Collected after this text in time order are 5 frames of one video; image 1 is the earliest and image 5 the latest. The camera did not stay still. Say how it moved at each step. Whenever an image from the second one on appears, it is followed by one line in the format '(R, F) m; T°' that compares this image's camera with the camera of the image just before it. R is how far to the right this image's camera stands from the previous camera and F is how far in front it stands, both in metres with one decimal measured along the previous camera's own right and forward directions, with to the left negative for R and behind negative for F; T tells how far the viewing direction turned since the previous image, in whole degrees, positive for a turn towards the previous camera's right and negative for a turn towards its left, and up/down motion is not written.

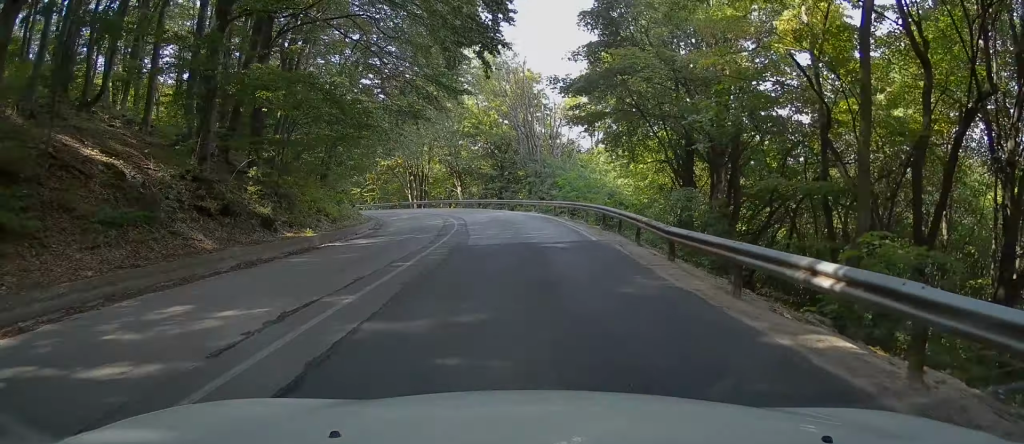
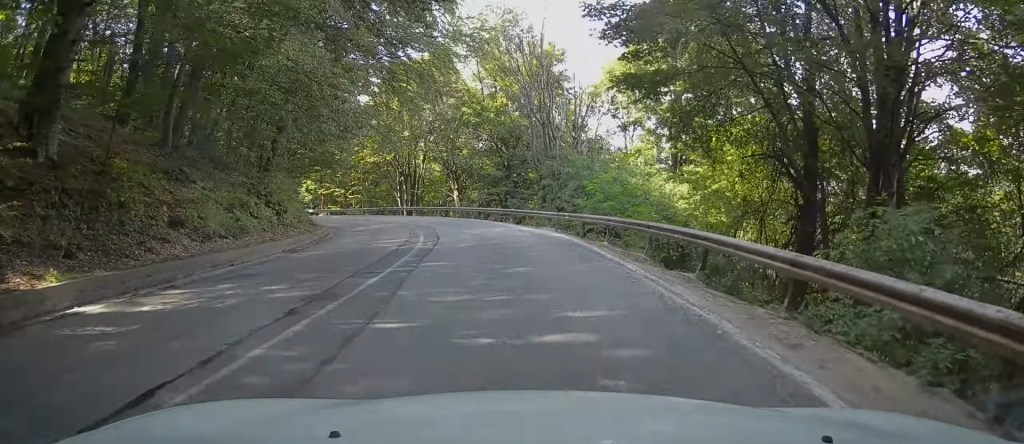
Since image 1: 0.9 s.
(-0.6, +11.9) m; -5°
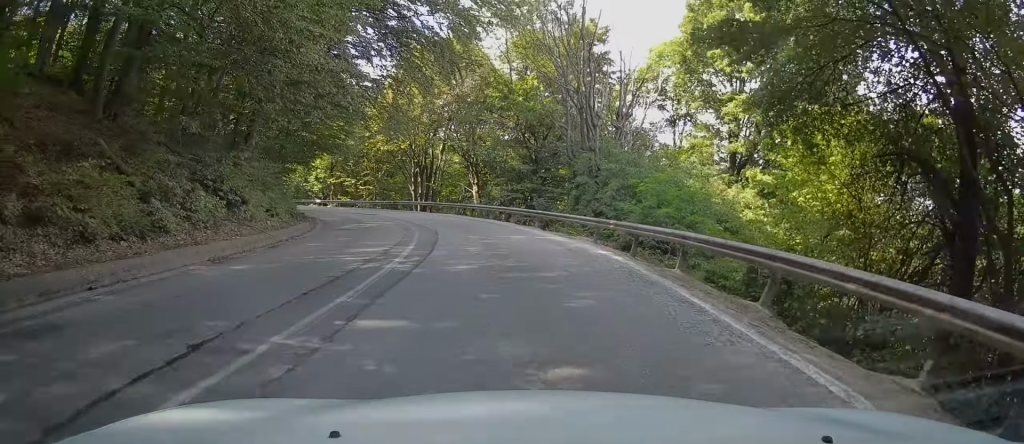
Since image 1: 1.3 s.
(-0.1, +6.0) m; -2°
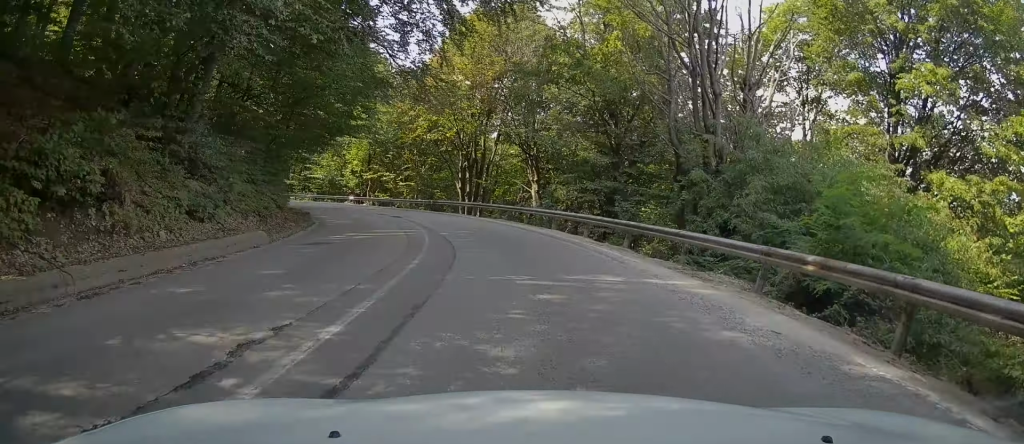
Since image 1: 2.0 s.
(-0.3, +9.8) m; -4°
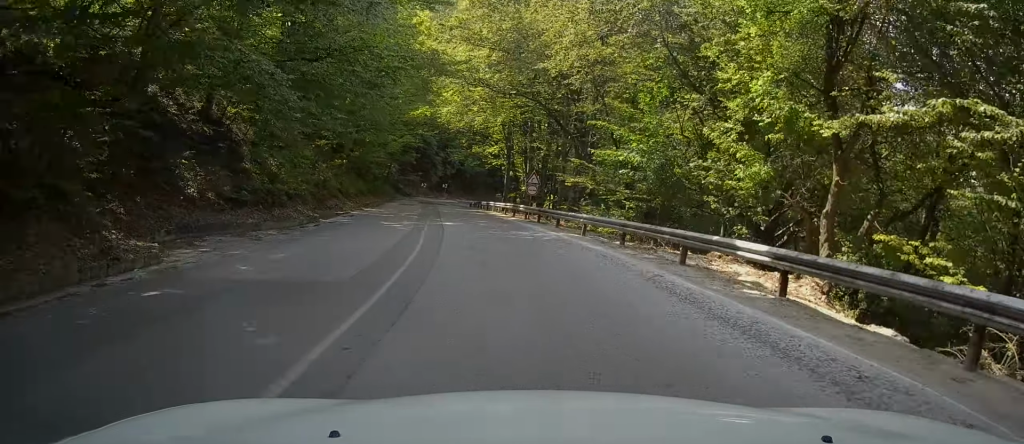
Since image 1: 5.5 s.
(-14.0, +46.6) m; -35°
